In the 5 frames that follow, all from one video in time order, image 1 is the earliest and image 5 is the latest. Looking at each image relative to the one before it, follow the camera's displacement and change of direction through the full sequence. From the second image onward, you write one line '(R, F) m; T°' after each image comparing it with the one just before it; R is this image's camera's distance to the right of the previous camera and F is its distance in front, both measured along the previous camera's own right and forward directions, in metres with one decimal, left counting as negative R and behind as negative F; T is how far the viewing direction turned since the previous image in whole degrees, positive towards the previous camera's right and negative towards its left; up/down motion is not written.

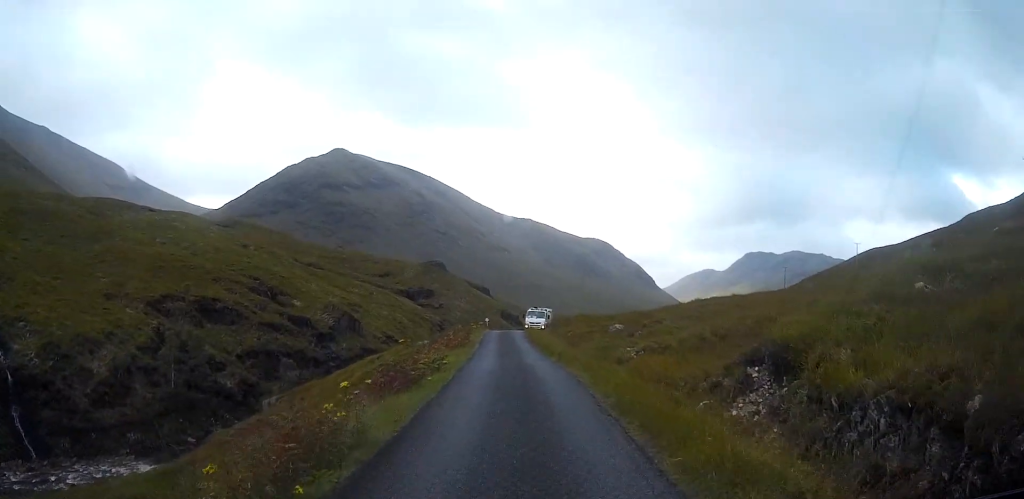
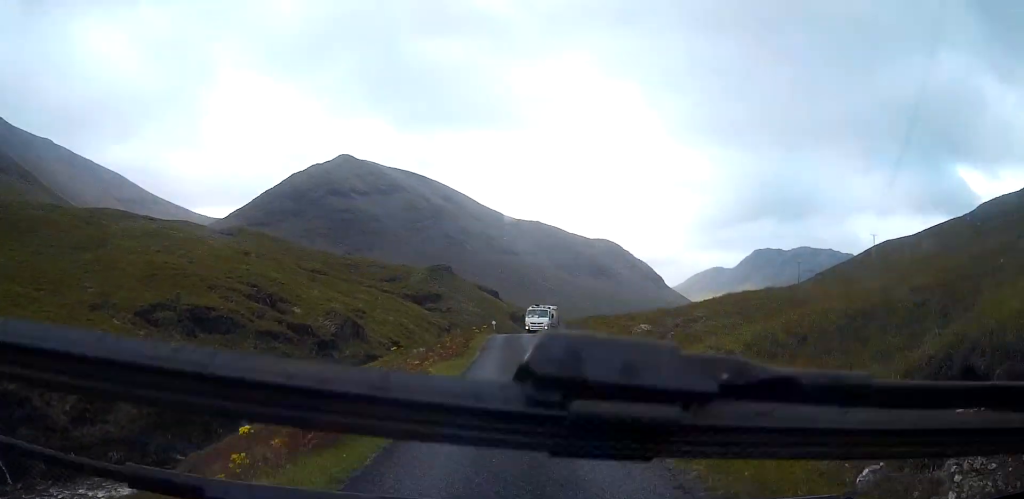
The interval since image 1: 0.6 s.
(-0.1, +5.5) m; -1°
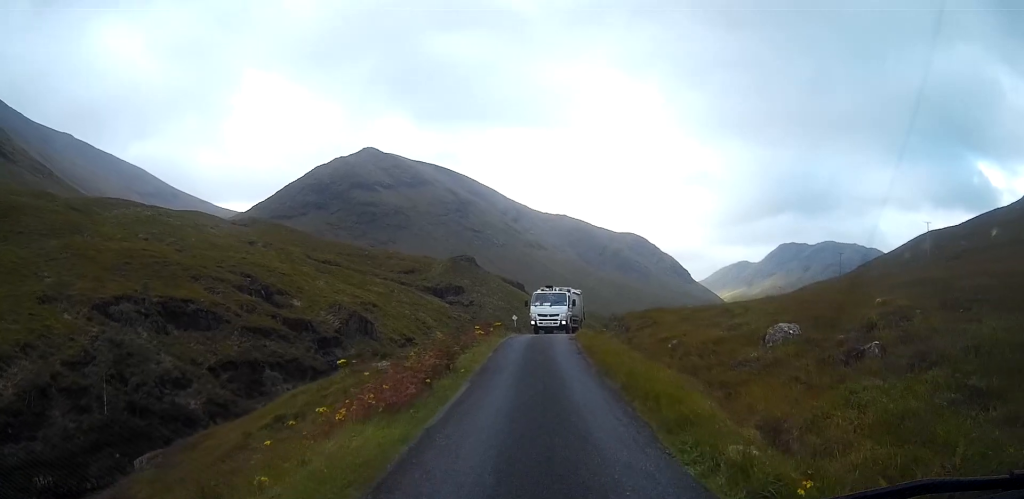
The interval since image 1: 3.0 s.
(-0.4, +16.6) m; -2°
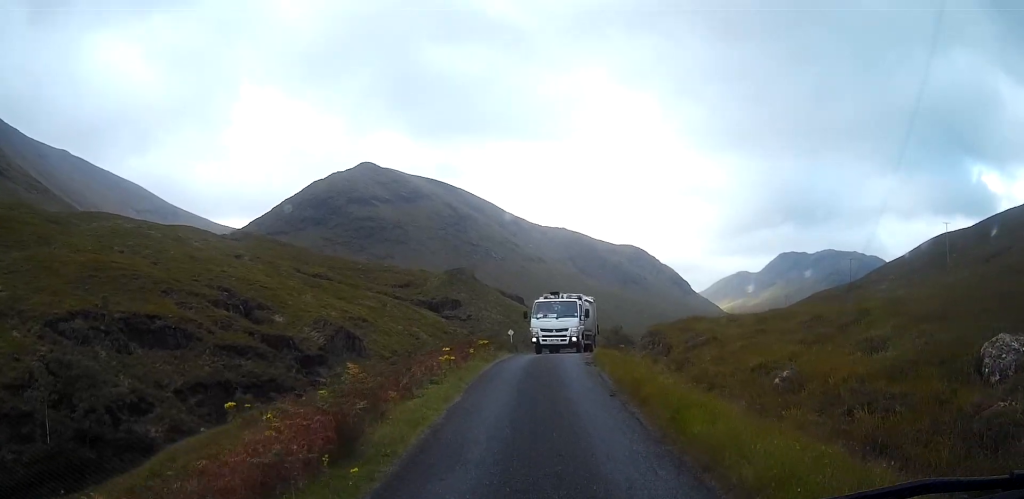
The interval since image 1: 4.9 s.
(0.0, +8.6) m; +1°
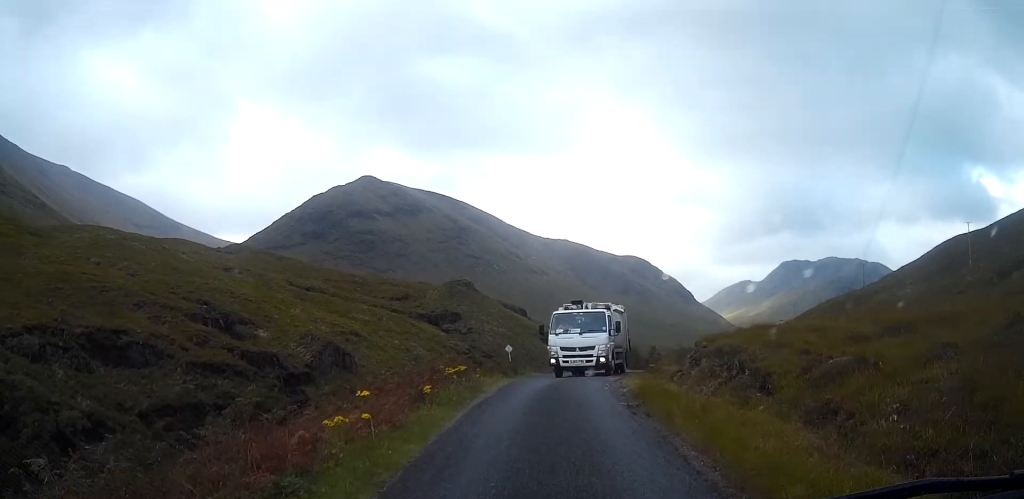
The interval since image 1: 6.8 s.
(-0.5, +7.8) m; +2°
